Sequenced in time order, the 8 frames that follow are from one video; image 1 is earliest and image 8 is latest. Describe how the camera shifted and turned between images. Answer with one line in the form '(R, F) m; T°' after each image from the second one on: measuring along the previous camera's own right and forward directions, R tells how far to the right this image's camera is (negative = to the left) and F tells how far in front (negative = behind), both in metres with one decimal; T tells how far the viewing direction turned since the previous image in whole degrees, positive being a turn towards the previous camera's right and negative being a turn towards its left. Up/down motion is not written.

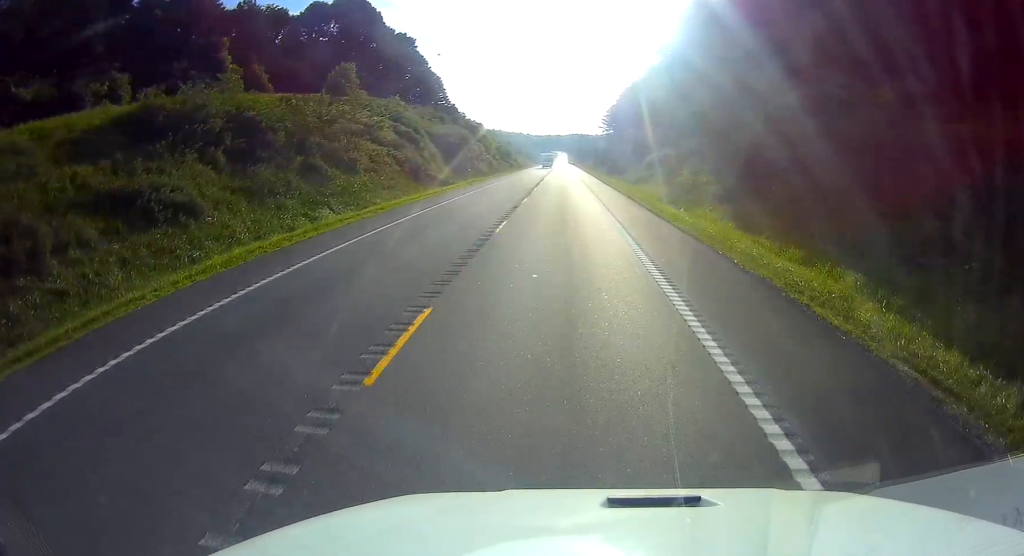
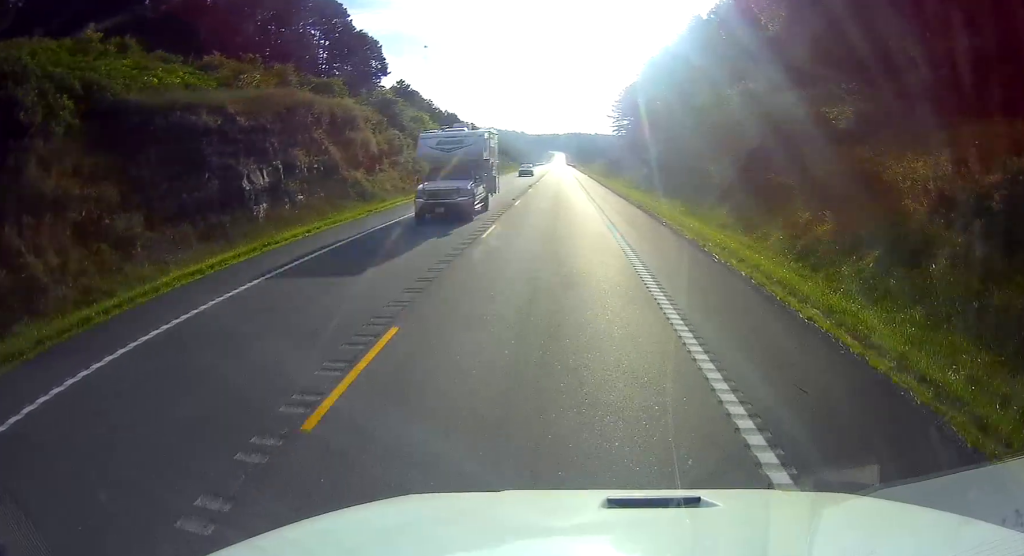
(0.0, +61.3) m; 0°
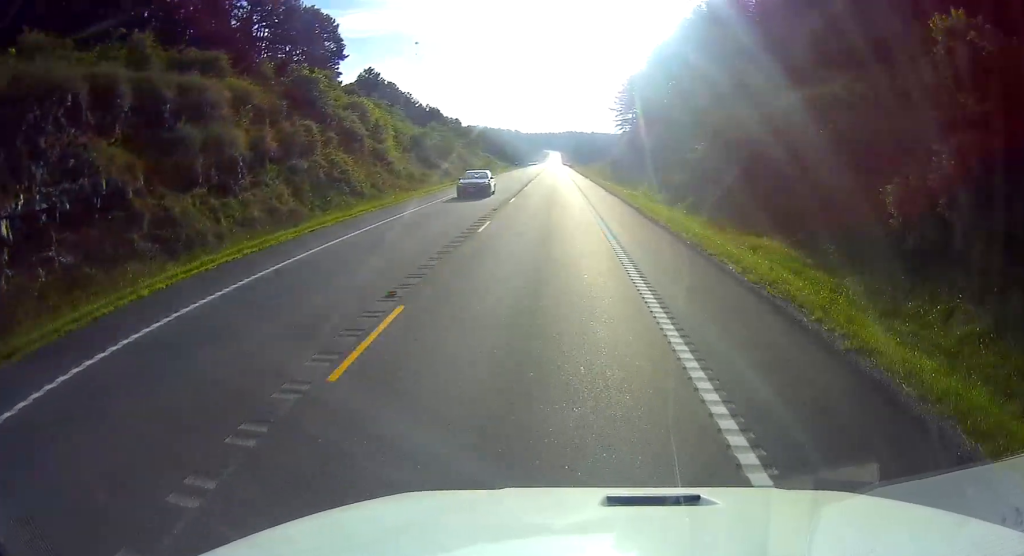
(0.0, +23.1) m; 0°
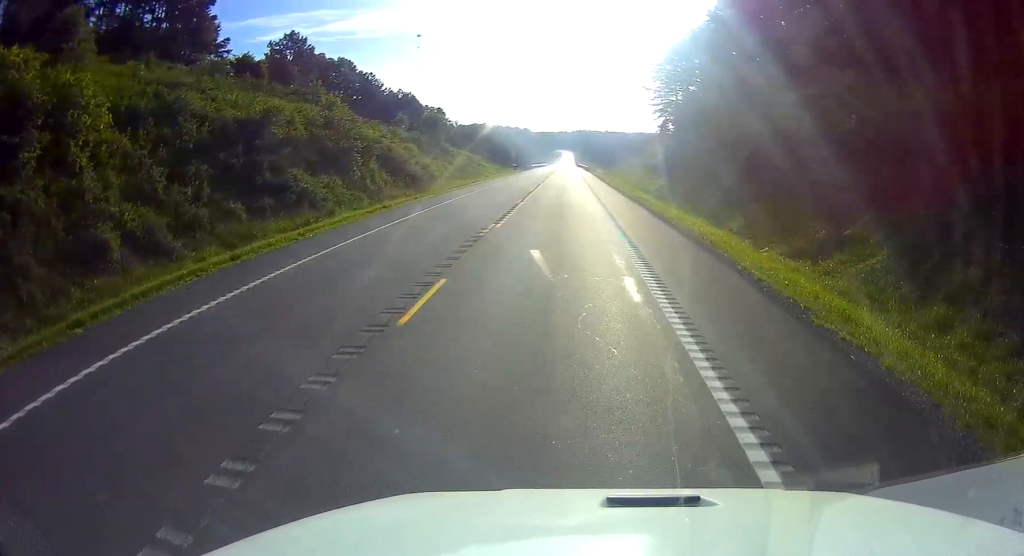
(-0.2, +46.4) m; -1°
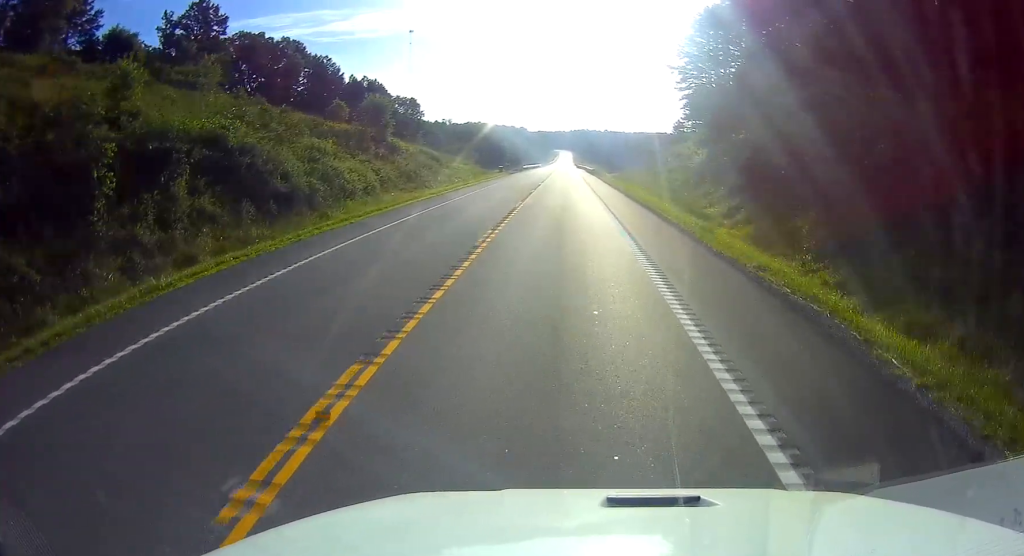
(-0.3, +26.0) m; 0°
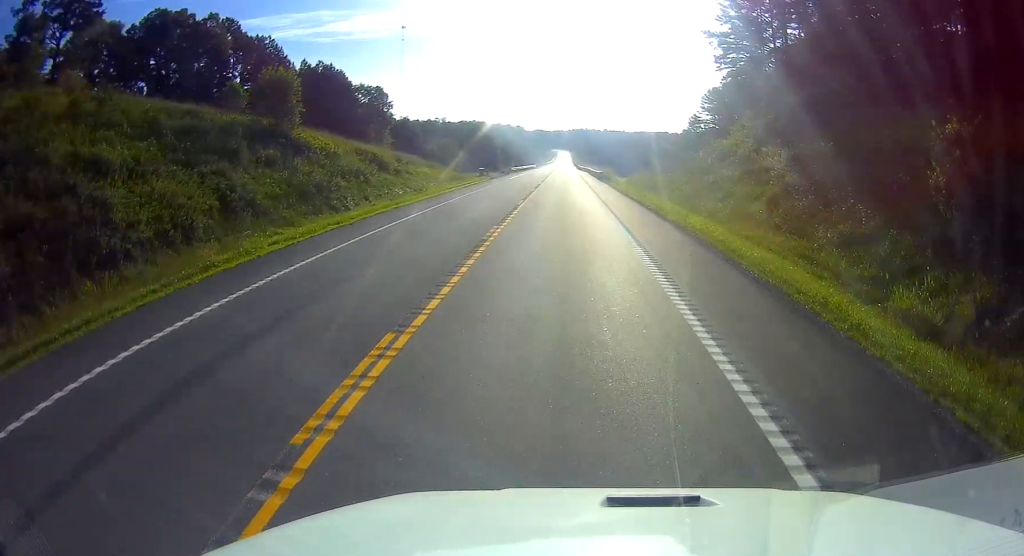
(+0.3, +23.1) m; 0°
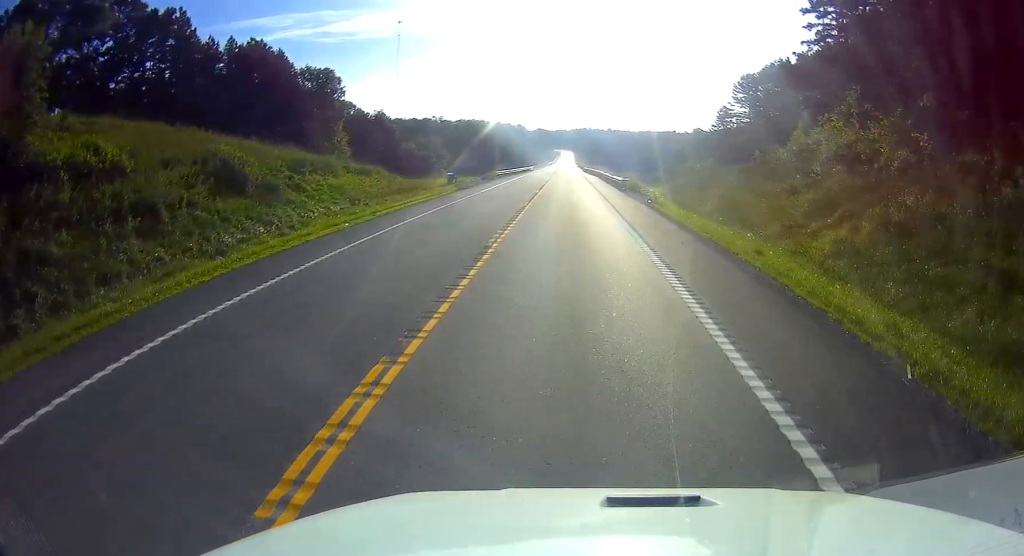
(0.0, +25.0) m; 0°
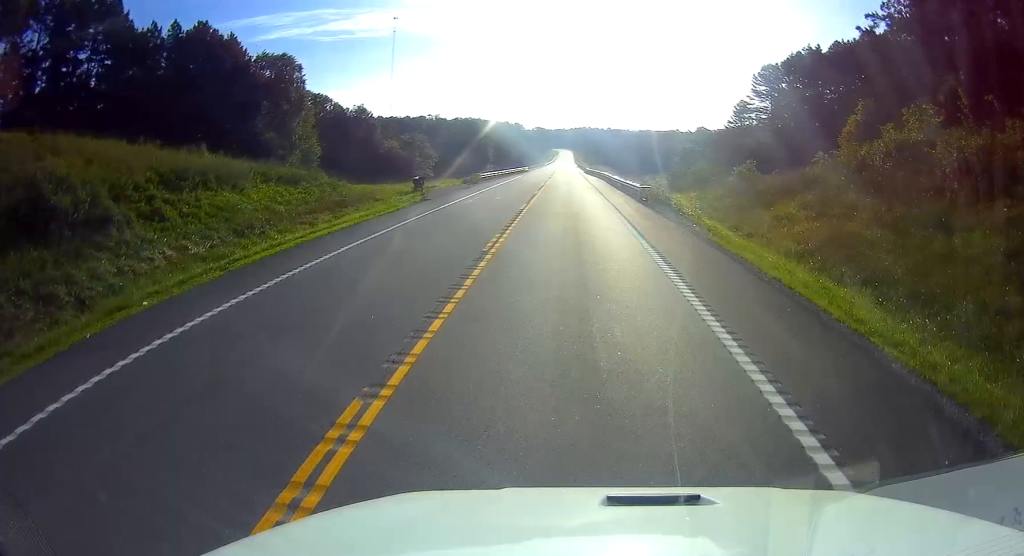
(-0.1, +13.0) m; 0°
